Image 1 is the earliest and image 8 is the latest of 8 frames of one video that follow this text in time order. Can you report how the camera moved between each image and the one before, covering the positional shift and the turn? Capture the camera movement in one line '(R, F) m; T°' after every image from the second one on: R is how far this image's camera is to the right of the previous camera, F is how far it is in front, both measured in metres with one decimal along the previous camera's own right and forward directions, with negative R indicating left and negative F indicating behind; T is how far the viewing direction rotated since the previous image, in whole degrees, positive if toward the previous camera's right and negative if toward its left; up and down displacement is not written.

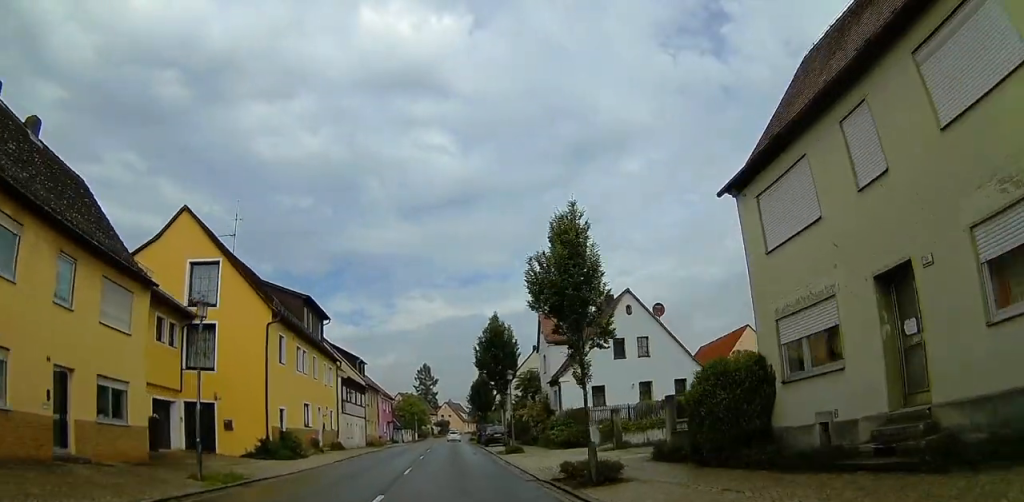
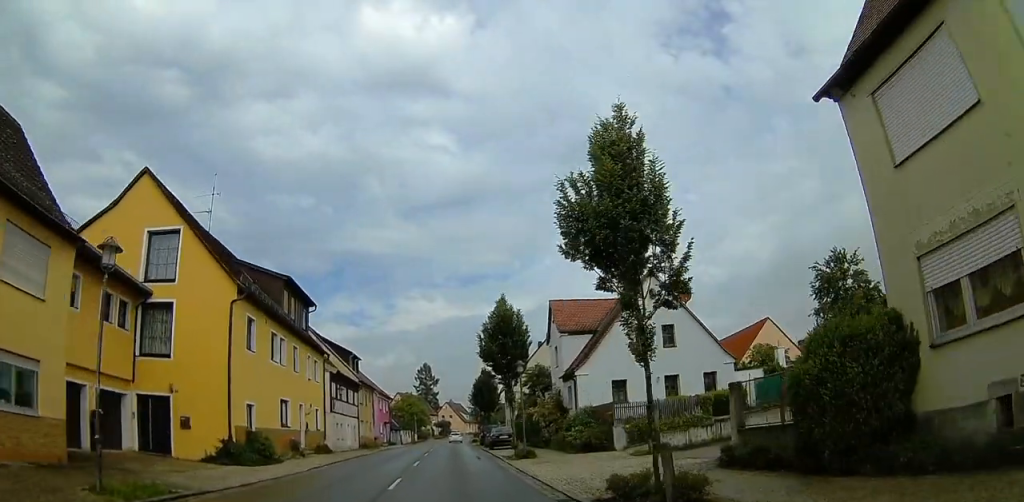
(-0.2, +4.4) m; +1°
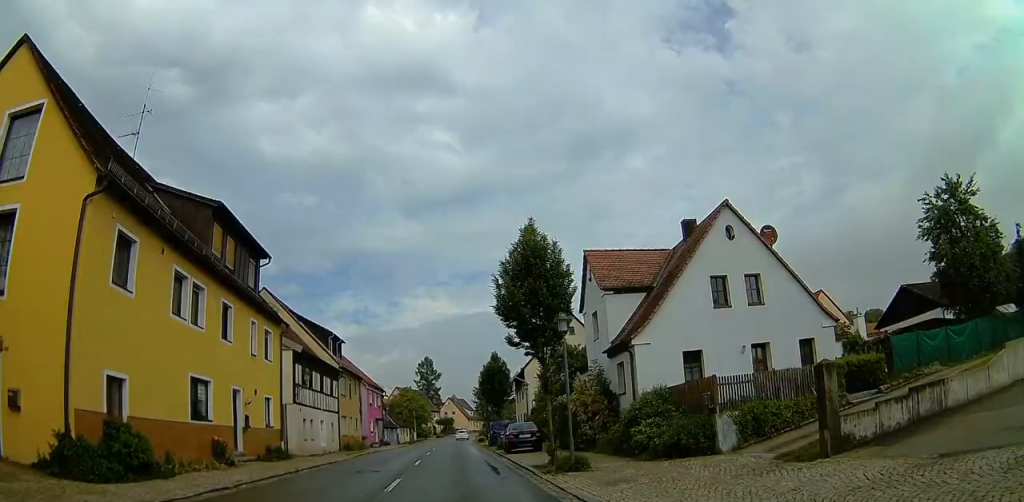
(+0.2, +9.7) m; +2°
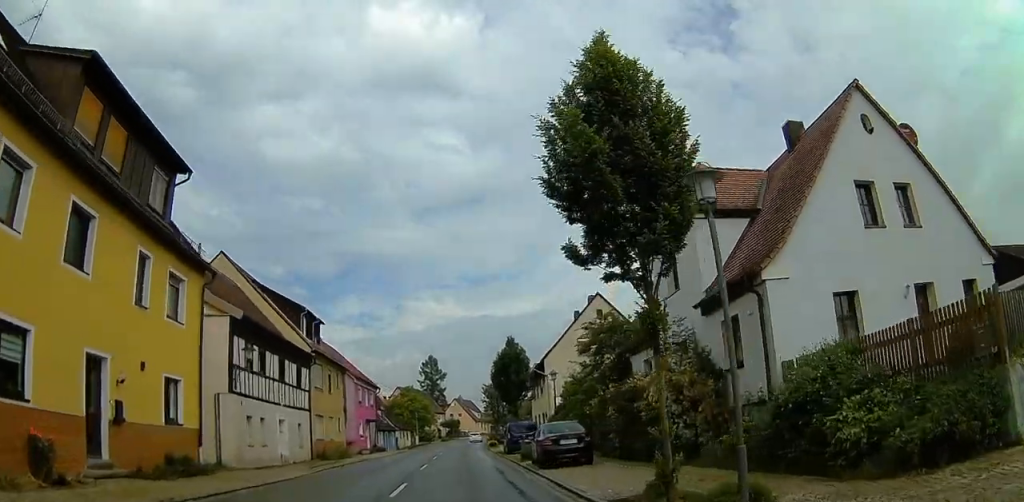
(+0.1, +9.2) m; 0°
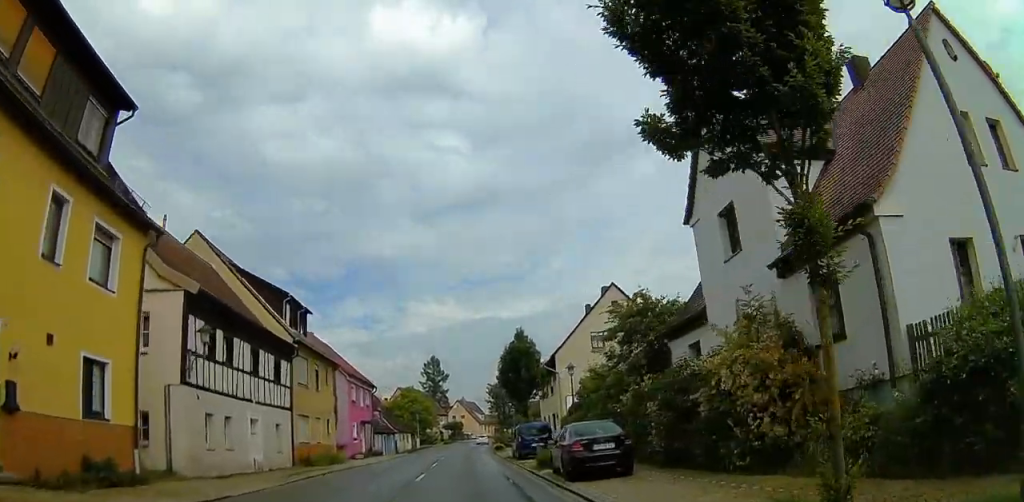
(0.0, +3.9) m; -1°
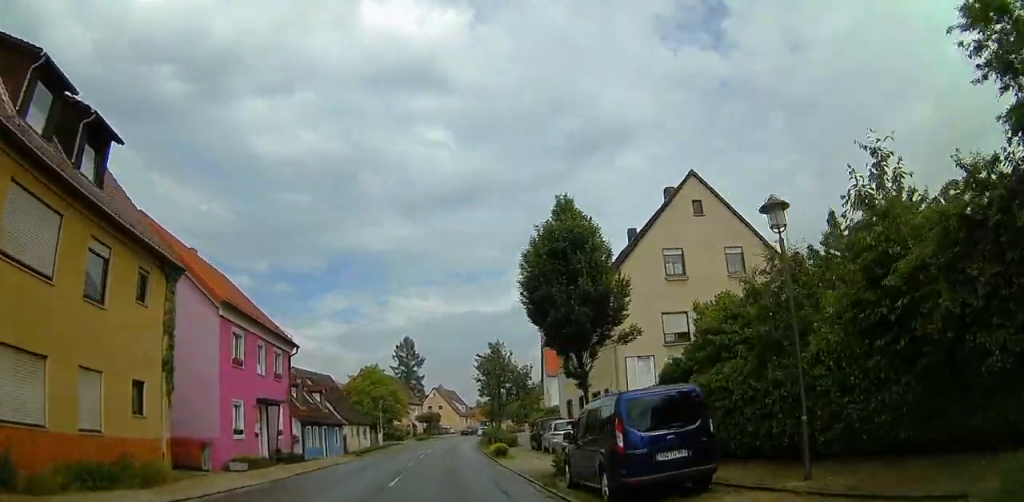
(+0.7, +19.2) m; +4°
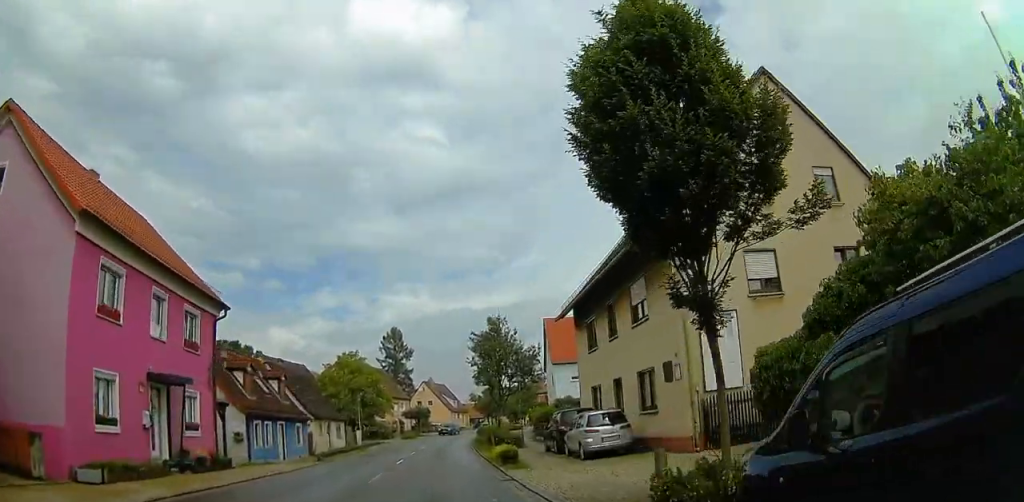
(0.0, +8.0) m; 0°
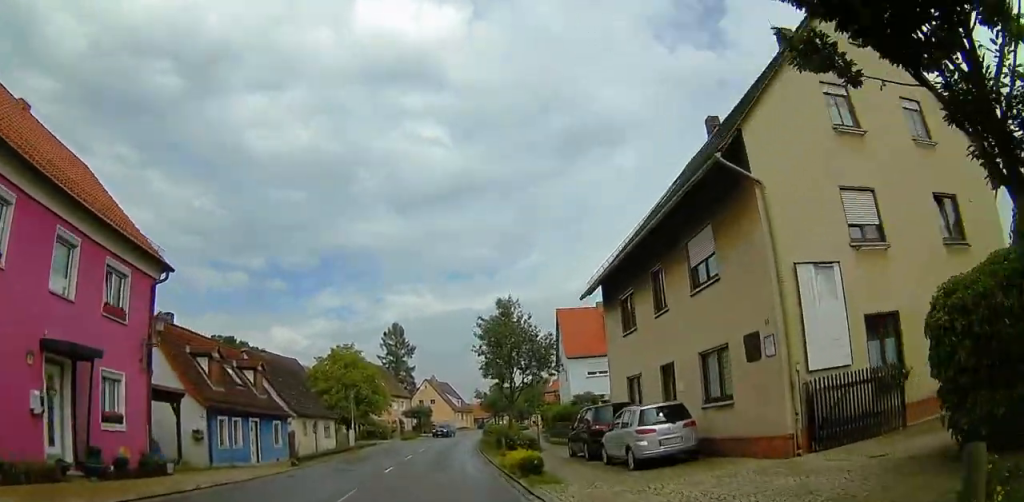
(0.0, +4.3) m; 0°
